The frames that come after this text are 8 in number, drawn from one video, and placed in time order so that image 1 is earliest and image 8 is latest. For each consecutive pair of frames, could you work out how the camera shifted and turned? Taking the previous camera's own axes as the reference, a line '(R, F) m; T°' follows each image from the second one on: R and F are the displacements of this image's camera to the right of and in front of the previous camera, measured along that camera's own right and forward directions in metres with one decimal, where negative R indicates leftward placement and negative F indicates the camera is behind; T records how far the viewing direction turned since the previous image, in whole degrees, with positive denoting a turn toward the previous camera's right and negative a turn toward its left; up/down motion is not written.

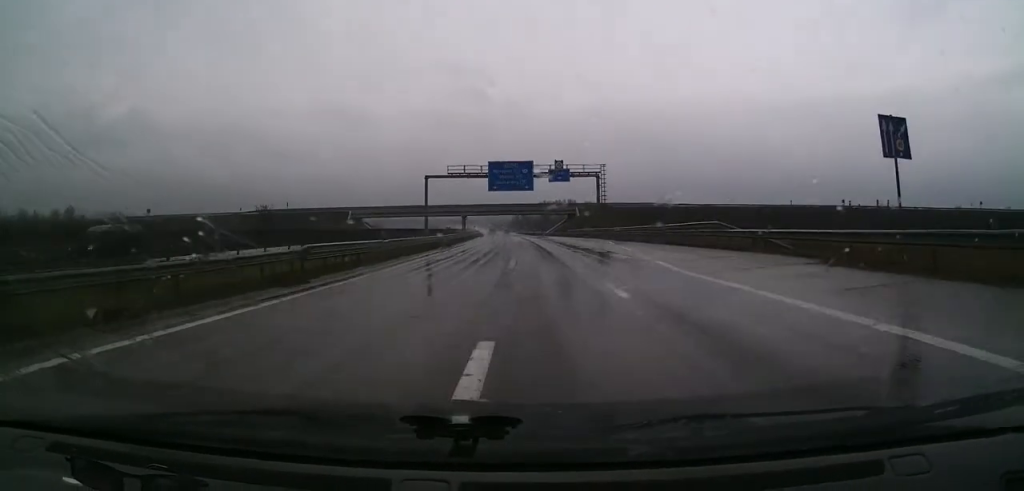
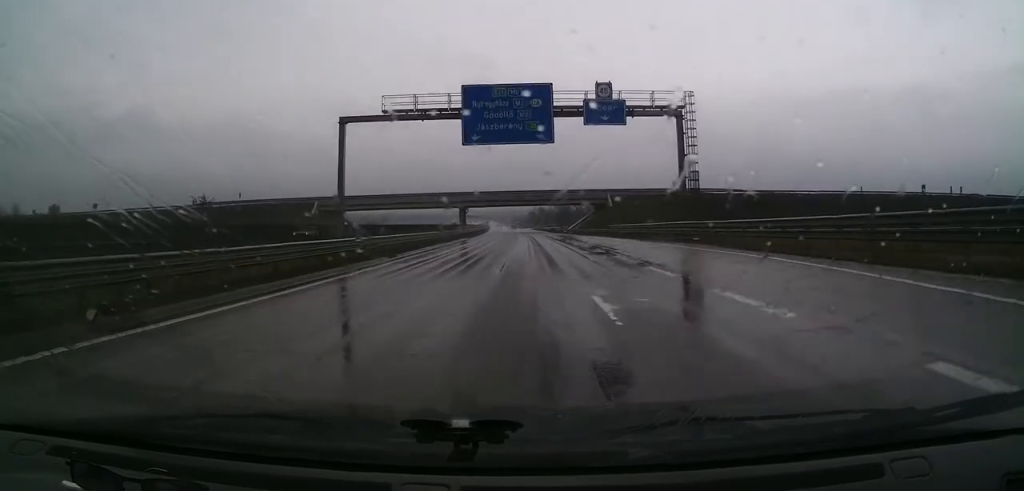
(-0.3, +38.2) m; -1°
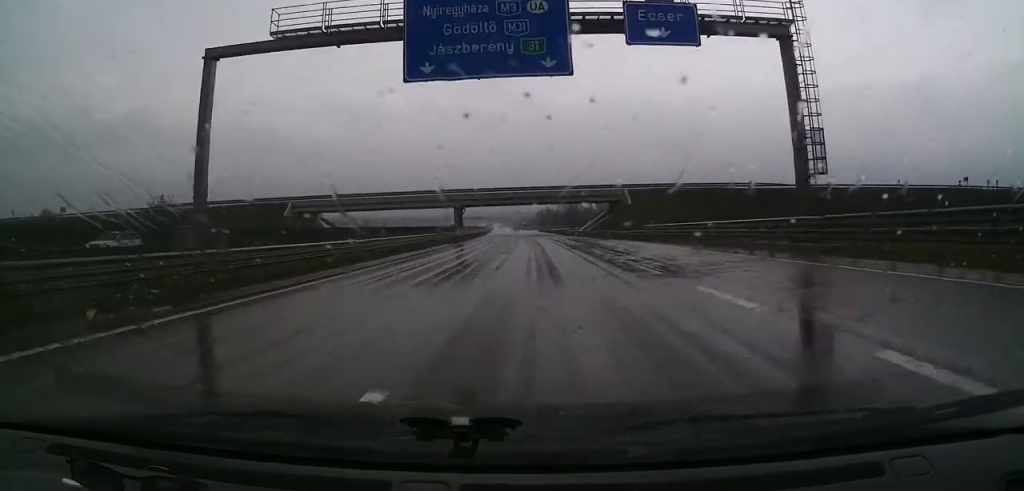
(0.0, +16.4) m; -1°
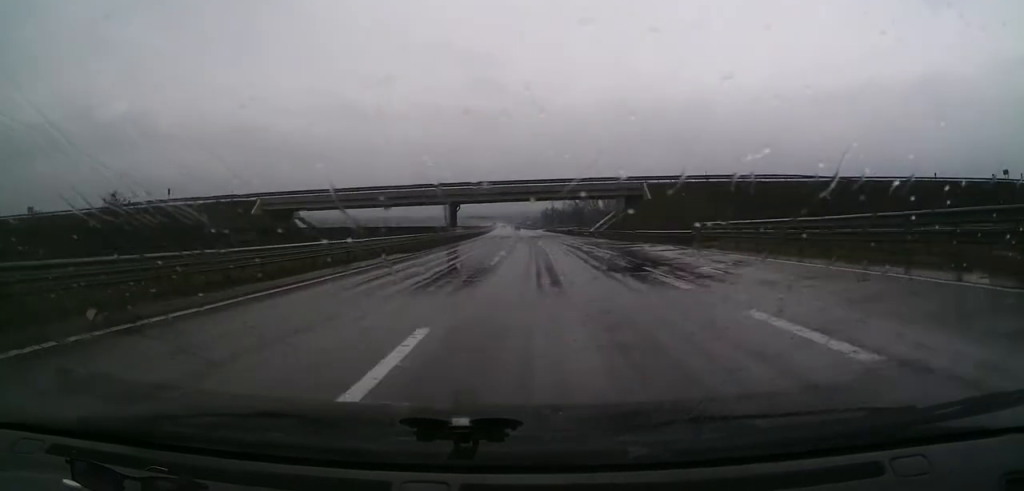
(-0.3, +15.0) m; -1°
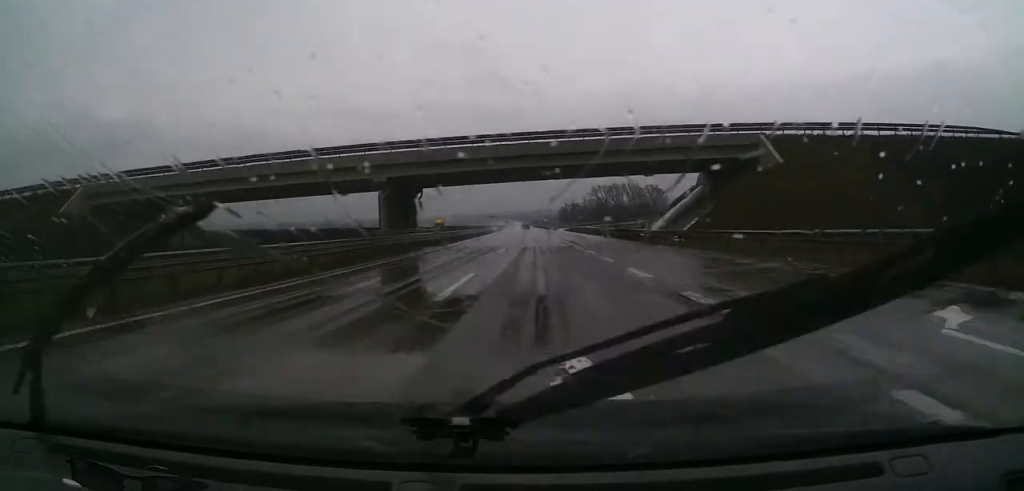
(-1.0, +45.2) m; -2°
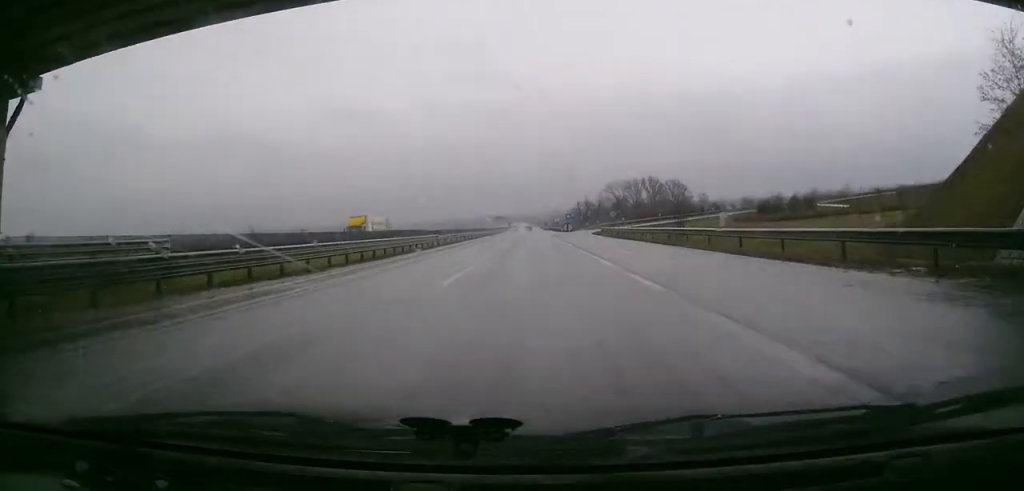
(-0.4, +50.8) m; -1°
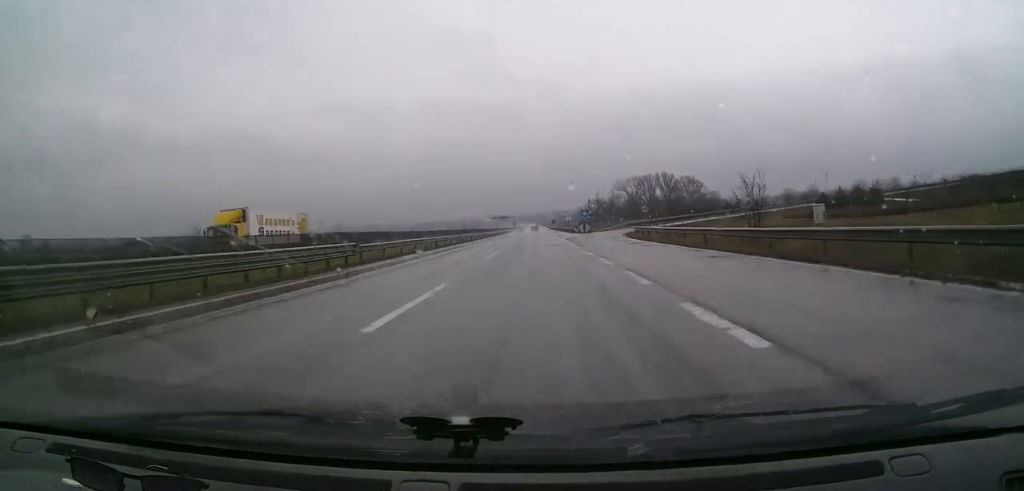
(-0.1, +23.3) m; -1°
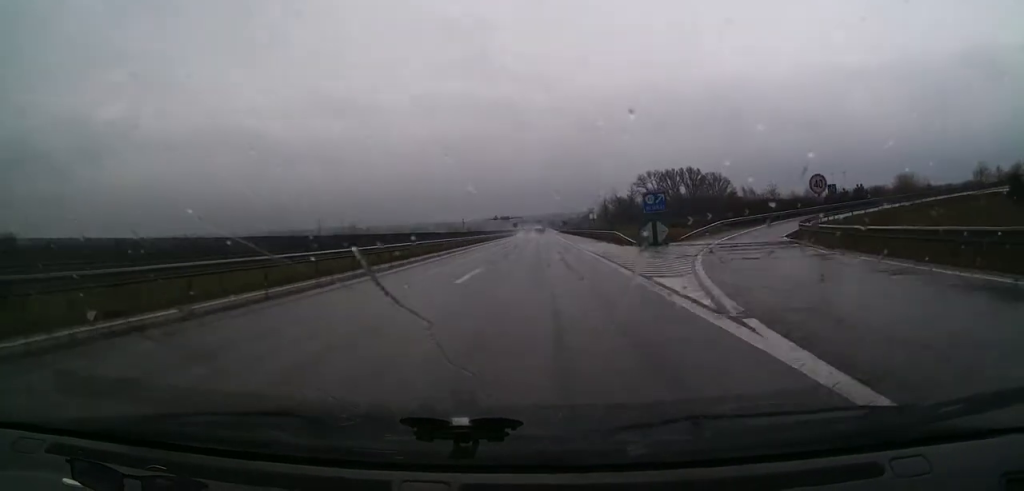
(-0.6, +45.3) m; -1°
